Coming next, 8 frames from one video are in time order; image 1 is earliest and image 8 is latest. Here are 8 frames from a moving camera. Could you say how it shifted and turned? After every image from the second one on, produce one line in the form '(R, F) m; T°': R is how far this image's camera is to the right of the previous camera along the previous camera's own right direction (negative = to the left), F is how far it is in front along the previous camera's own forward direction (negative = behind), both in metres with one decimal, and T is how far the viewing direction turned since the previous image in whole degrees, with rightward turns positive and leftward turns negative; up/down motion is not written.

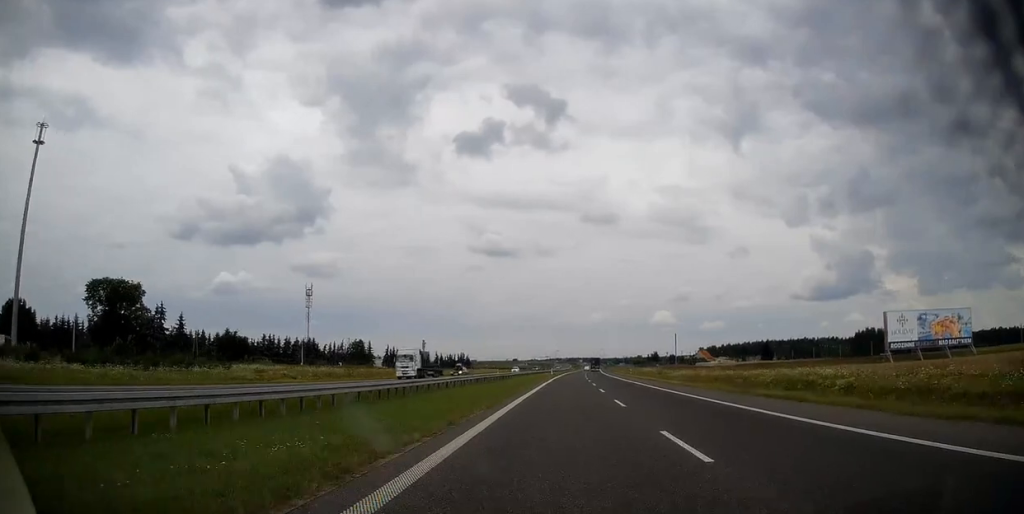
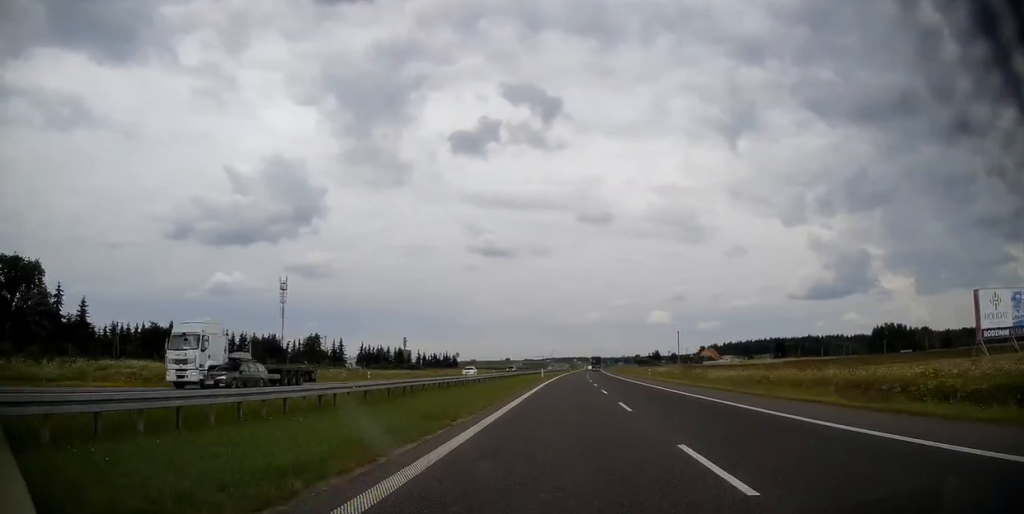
(+0.1, +26.4) m; +1°
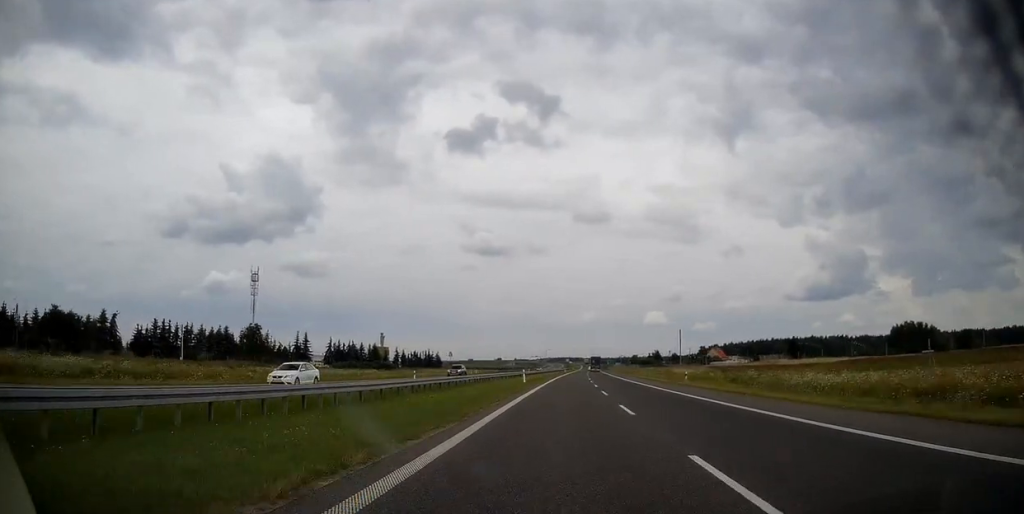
(+0.1, +25.2) m; 0°
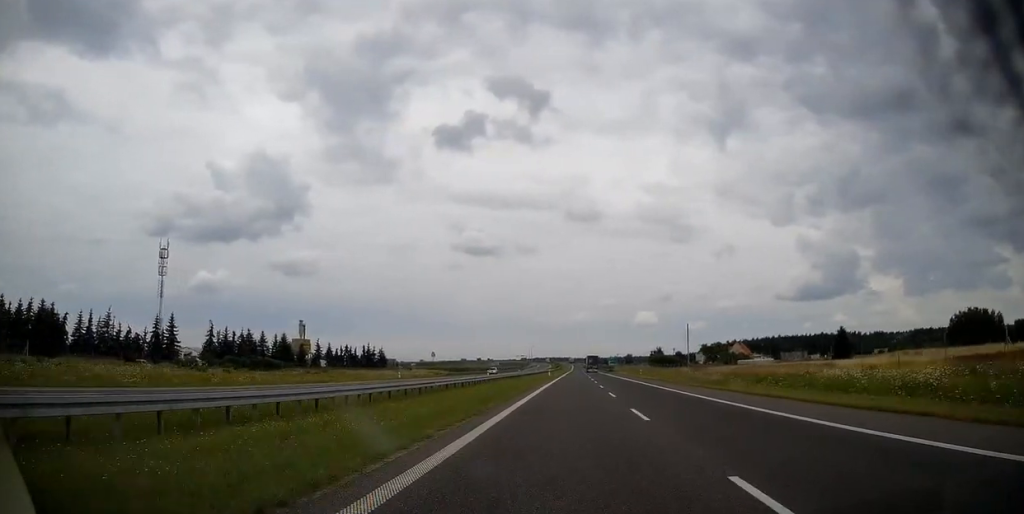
(+0.5, +61.8) m; +1°
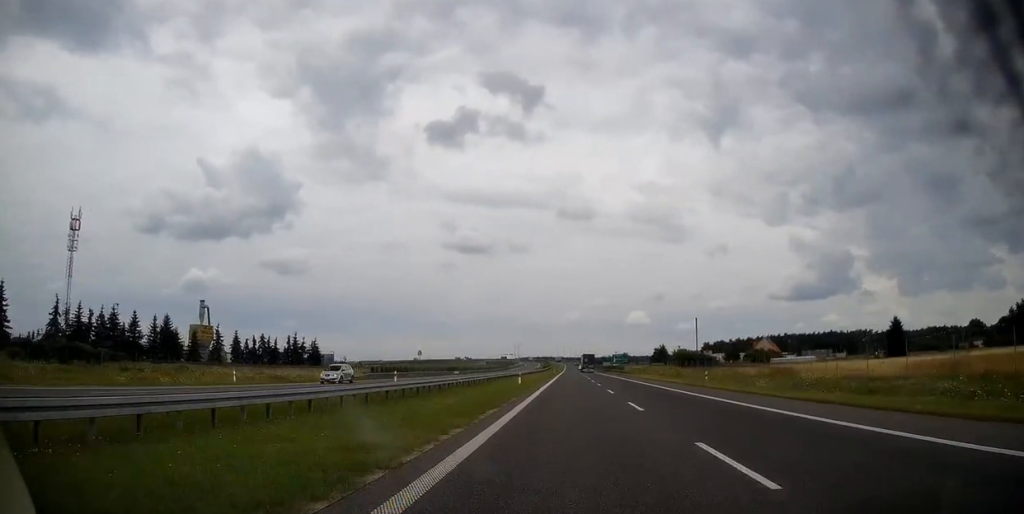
(+0.3, +44.8) m; +1°
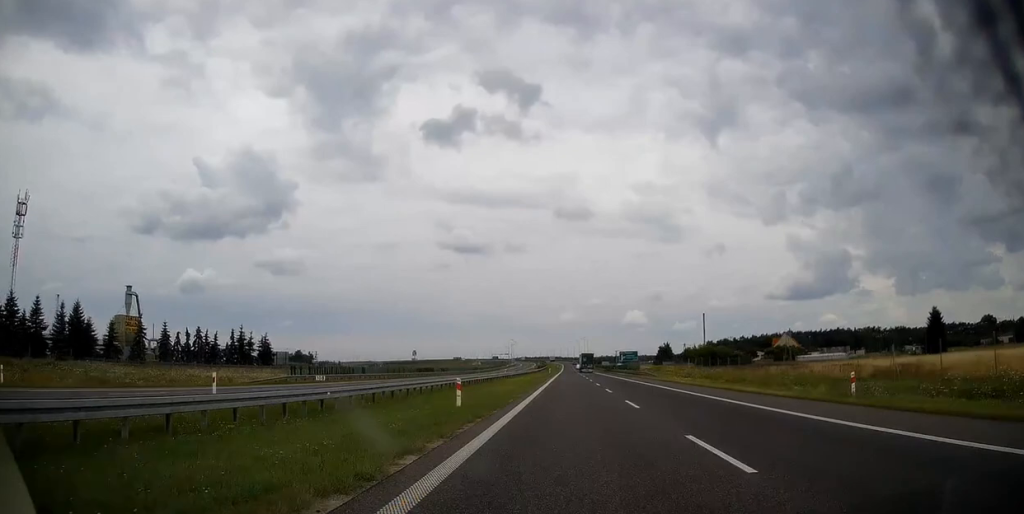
(+0.1, +23.0) m; 0°
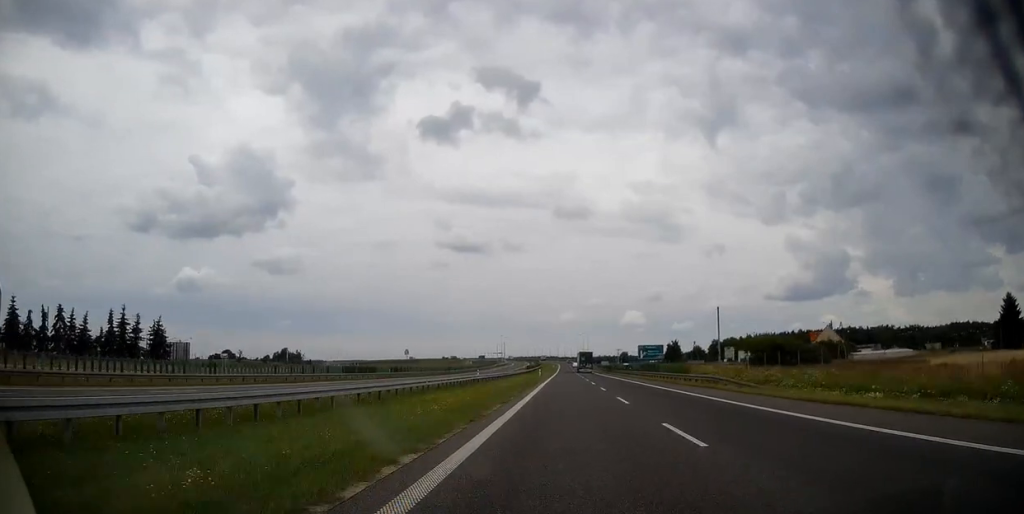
(0.0, +33.4) m; 0°
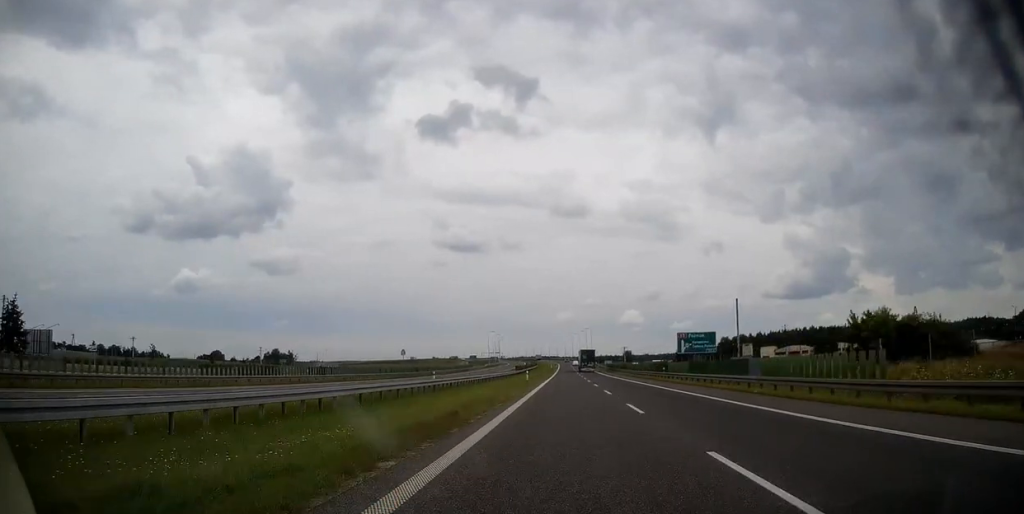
(+0.1, +28.8) m; 0°
